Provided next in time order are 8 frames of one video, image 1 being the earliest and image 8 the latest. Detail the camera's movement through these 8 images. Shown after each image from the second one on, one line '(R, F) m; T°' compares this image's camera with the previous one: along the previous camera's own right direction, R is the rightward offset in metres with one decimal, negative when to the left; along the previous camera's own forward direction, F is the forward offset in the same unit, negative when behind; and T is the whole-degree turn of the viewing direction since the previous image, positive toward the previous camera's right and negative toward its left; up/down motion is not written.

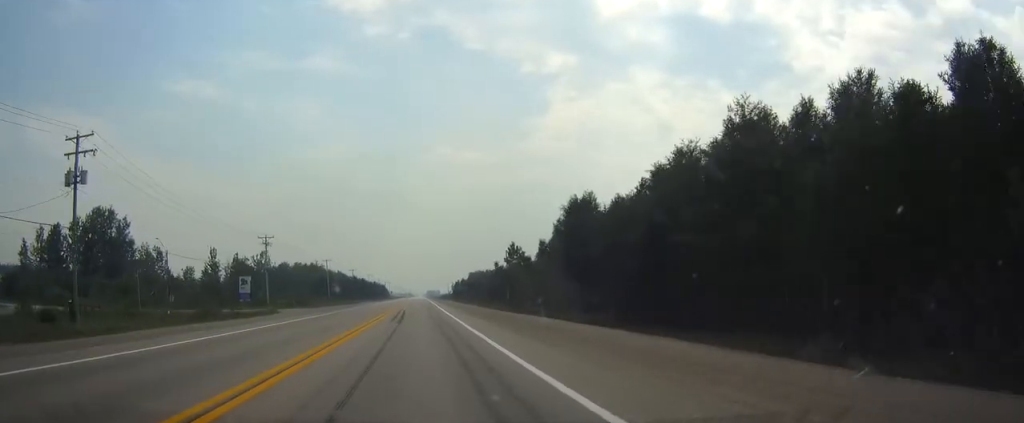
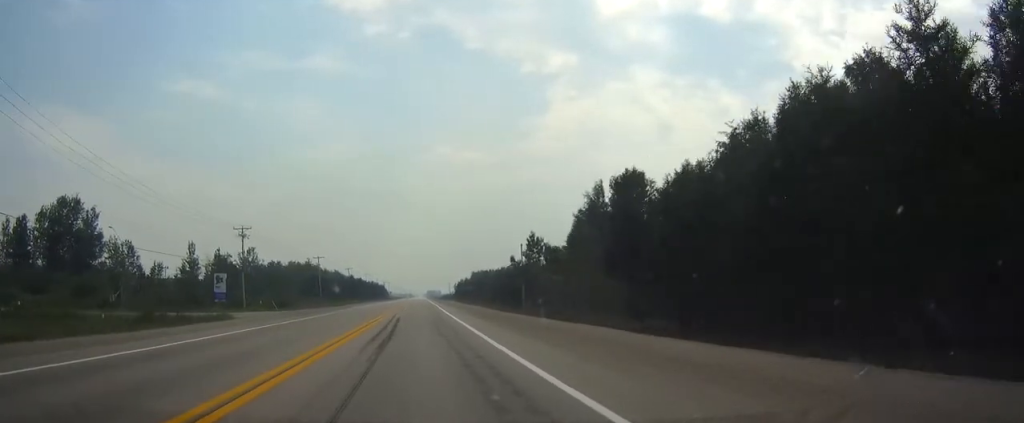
(0.0, +13.2) m; 0°
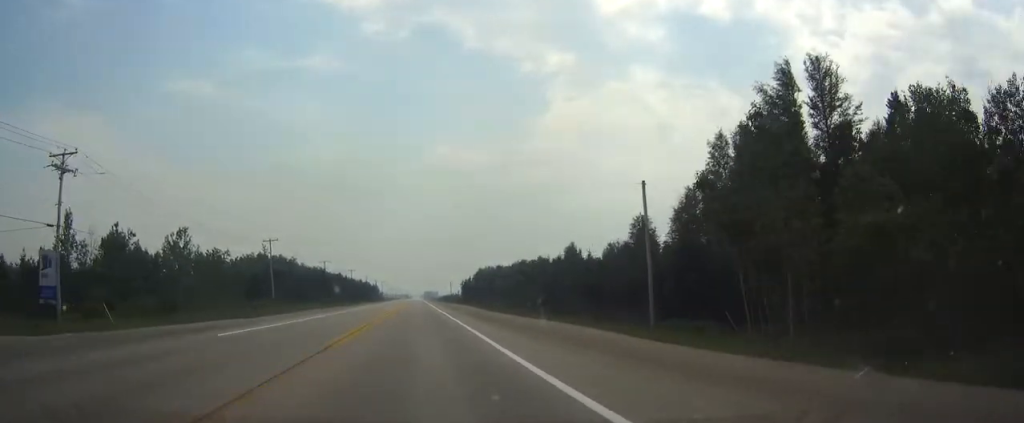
(+0.1, +44.5) m; 0°
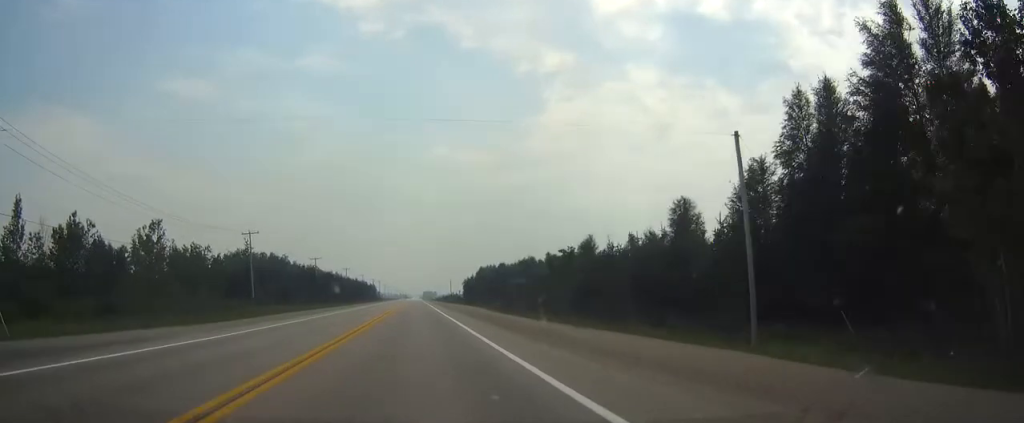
(0.0, +11.4) m; 0°
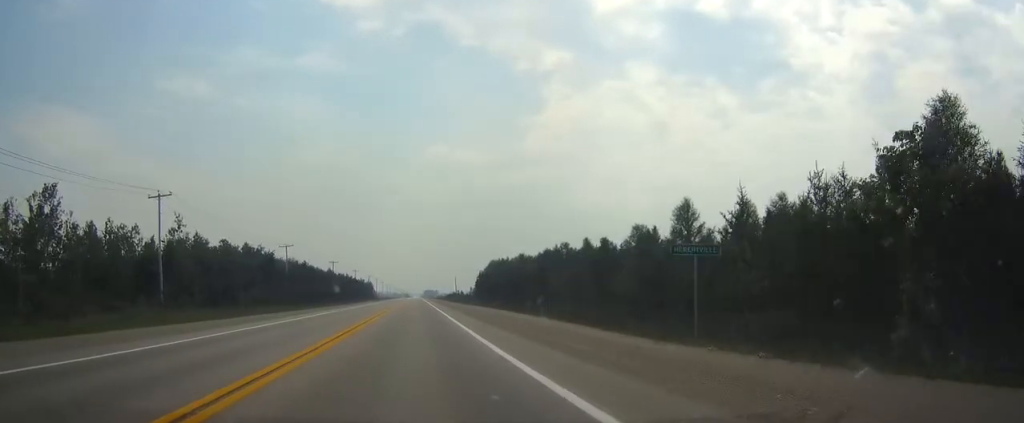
(0.0, +32.2) m; 0°
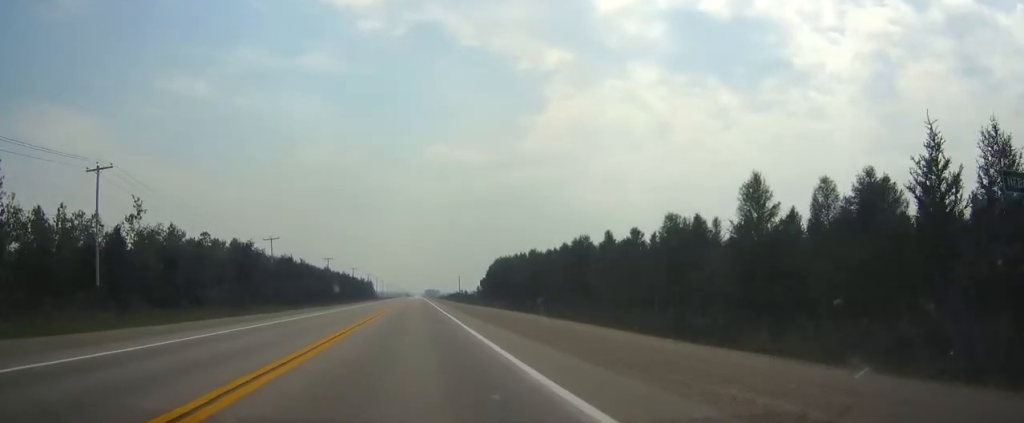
(0.0, +12.4) m; 0°
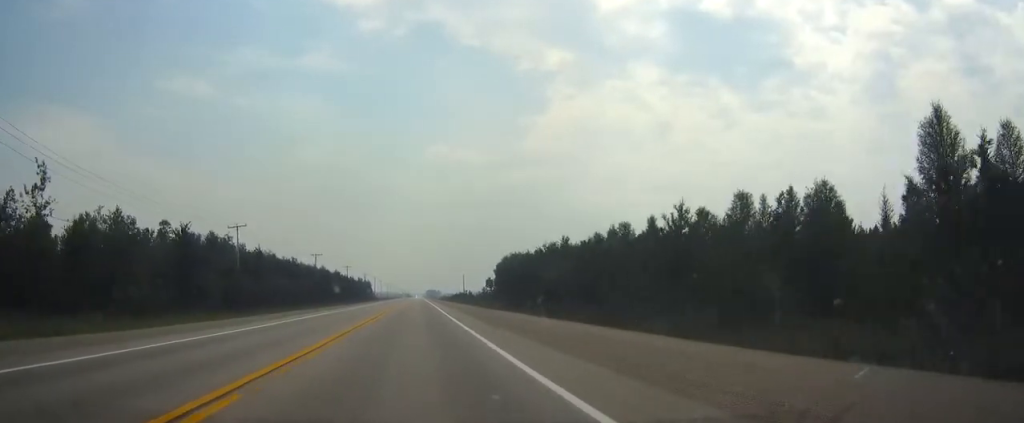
(0.0, +19.0) m; 0°
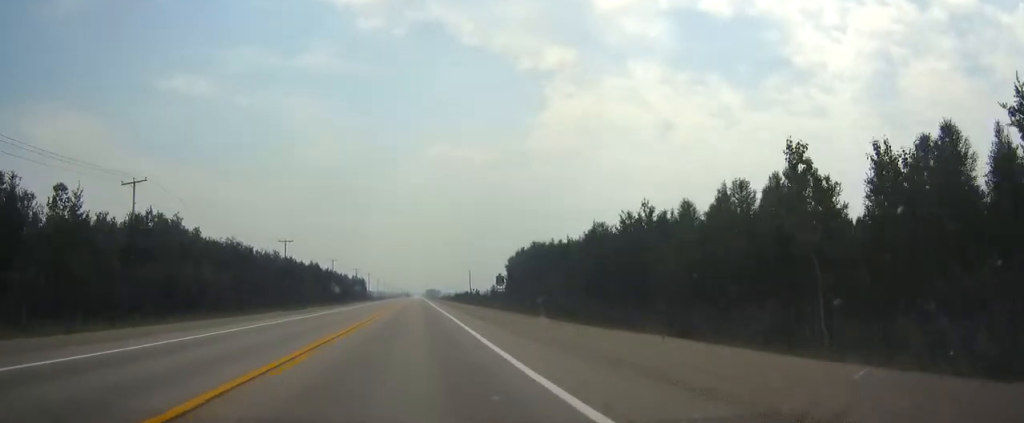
(0.0, +30.4) m; 0°
